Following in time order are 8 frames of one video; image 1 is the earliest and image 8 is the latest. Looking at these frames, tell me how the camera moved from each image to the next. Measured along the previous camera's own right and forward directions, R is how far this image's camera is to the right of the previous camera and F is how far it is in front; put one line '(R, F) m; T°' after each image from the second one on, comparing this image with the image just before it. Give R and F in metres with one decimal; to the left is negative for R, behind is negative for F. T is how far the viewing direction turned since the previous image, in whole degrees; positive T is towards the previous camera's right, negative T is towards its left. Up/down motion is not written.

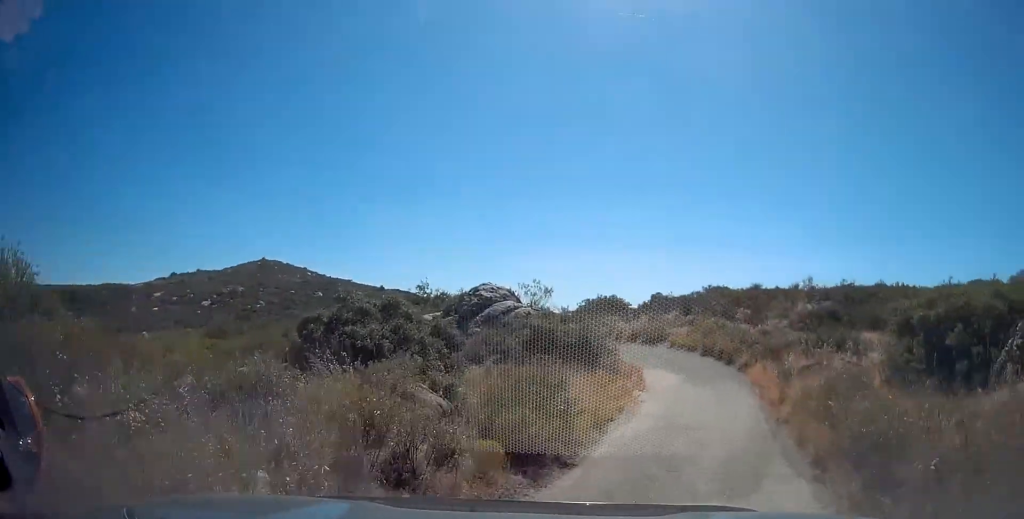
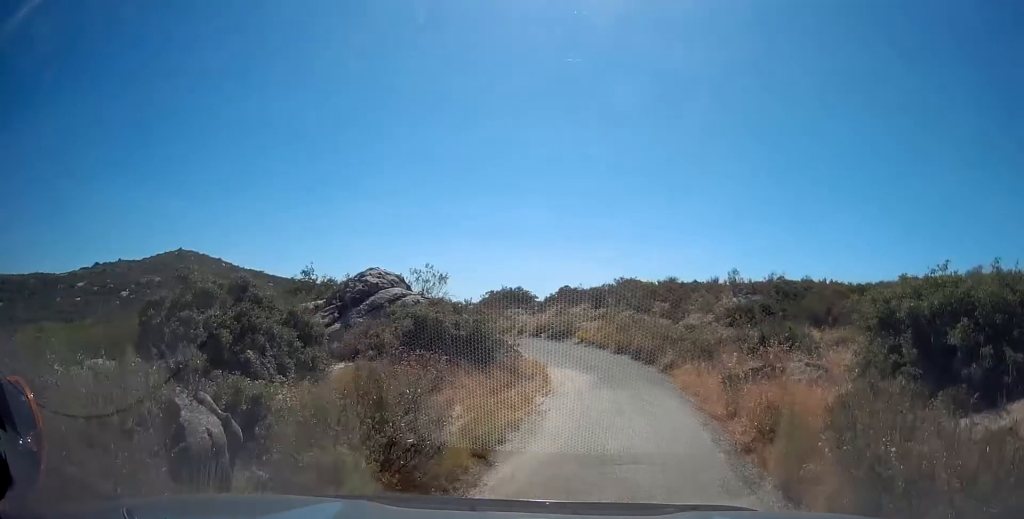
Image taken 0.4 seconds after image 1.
(+0.2, +3.8) m; +8°
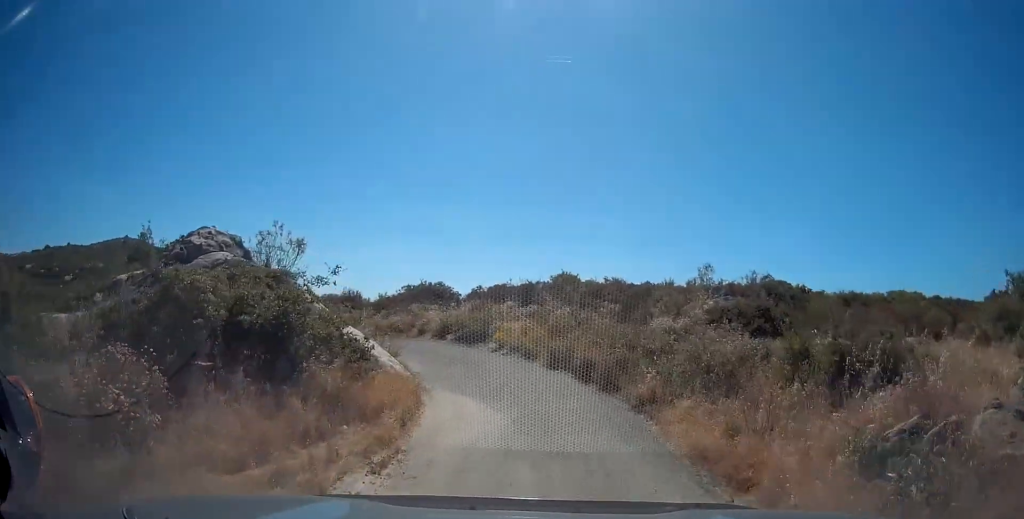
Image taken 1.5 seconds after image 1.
(+2.1, +10.3) m; +16°
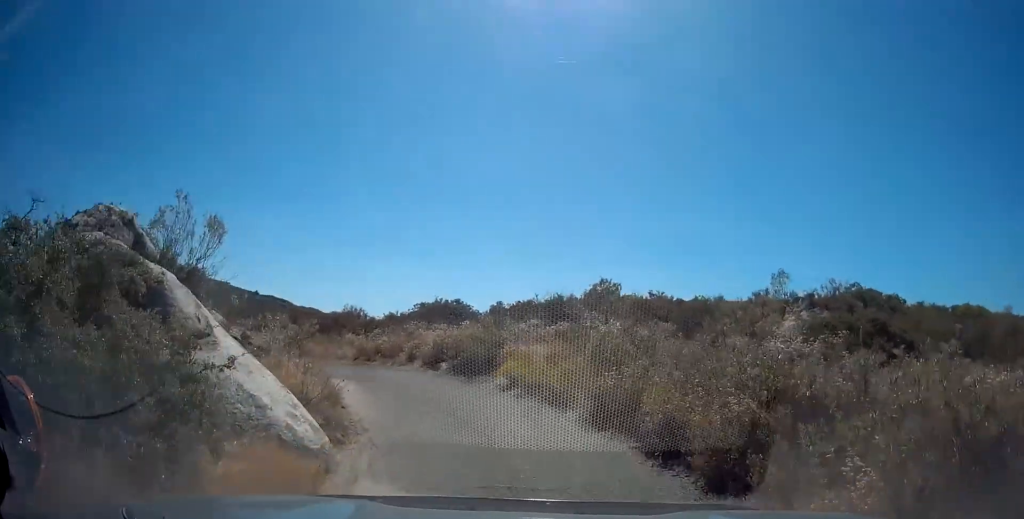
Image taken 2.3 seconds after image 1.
(+0.6, +8.2) m; +2°
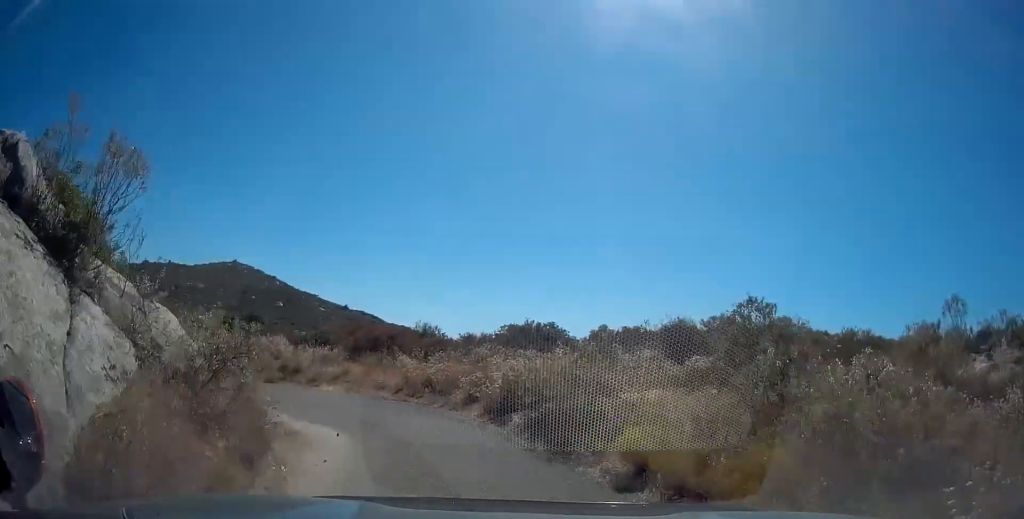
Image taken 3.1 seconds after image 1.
(-0.1, +7.1) m; -8°
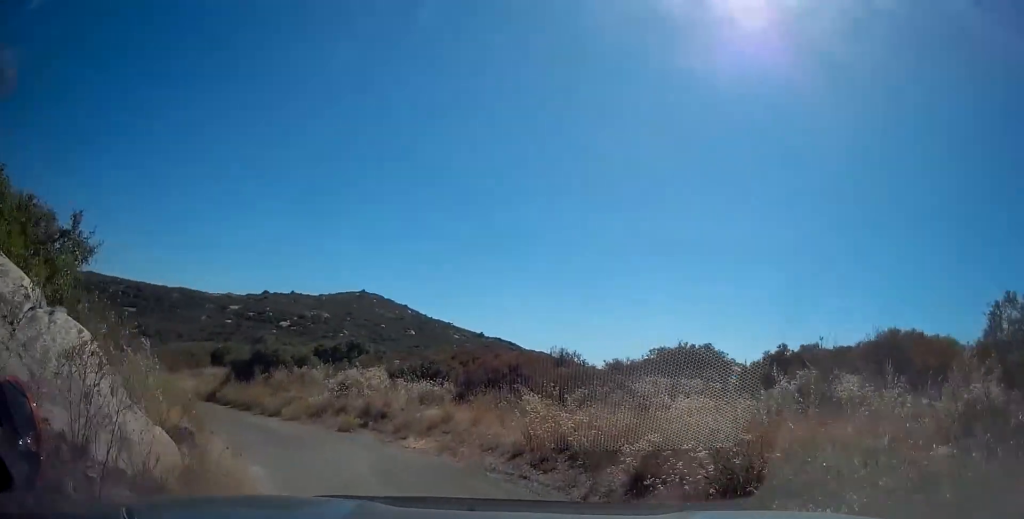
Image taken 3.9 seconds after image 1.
(-0.8, +6.1) m; -11°
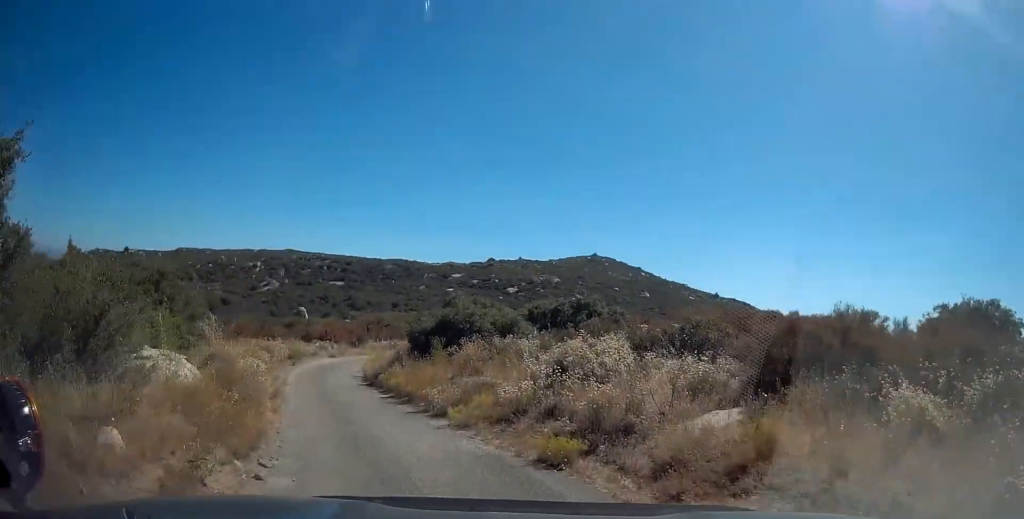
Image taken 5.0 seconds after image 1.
(-1.2, +8.1) m; -23°
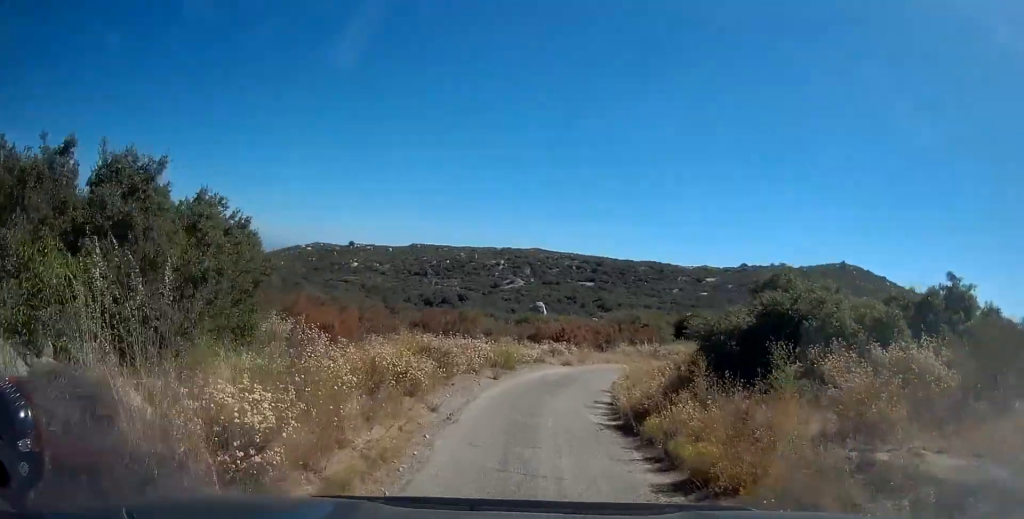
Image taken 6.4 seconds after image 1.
(-3.1, +9.6) m; -26°
